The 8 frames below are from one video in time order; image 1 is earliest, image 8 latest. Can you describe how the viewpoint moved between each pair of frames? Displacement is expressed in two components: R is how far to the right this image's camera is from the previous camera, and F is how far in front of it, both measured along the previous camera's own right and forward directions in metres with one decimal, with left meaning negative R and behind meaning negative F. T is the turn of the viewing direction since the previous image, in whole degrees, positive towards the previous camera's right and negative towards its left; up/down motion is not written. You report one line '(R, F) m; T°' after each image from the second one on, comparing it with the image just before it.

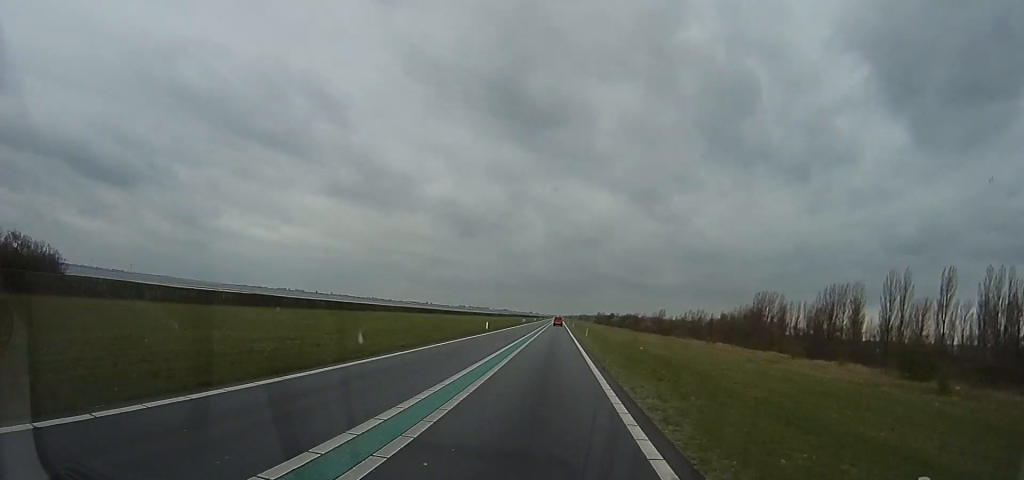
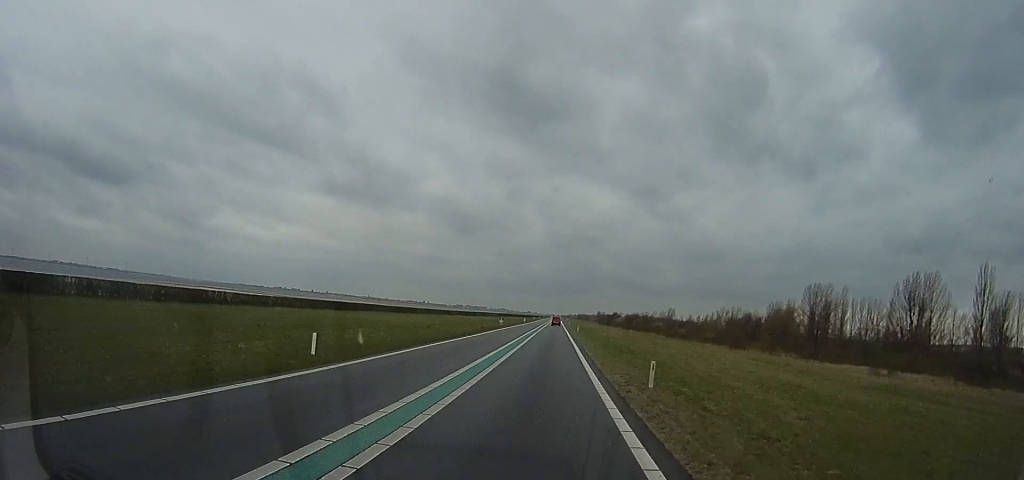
(+1.6, +36.4) m; 0°
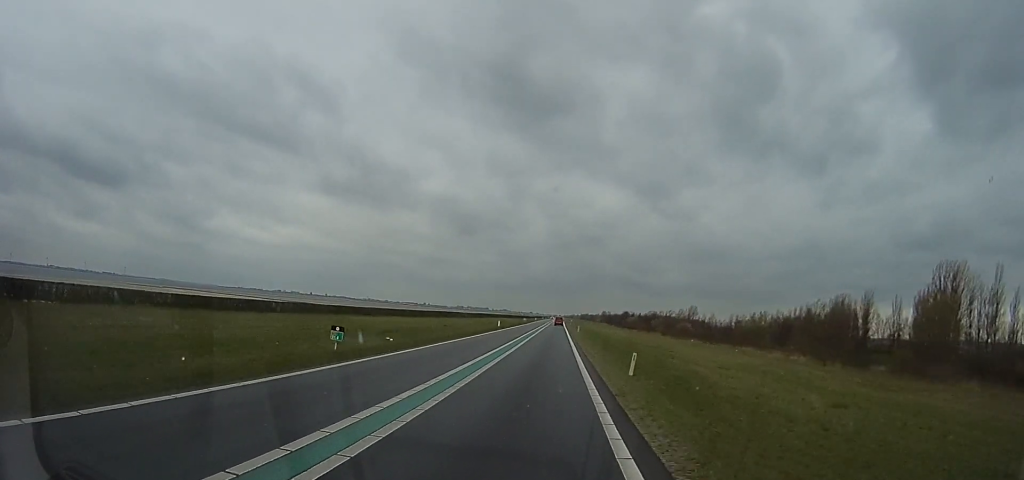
(-1.1, +49.0) m; +1°
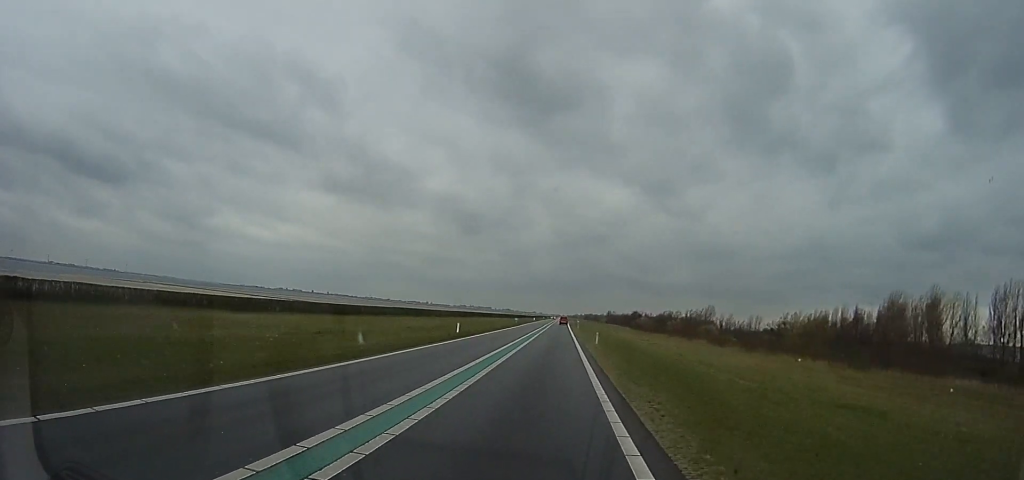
(+0.7, +27.4) m; 0°
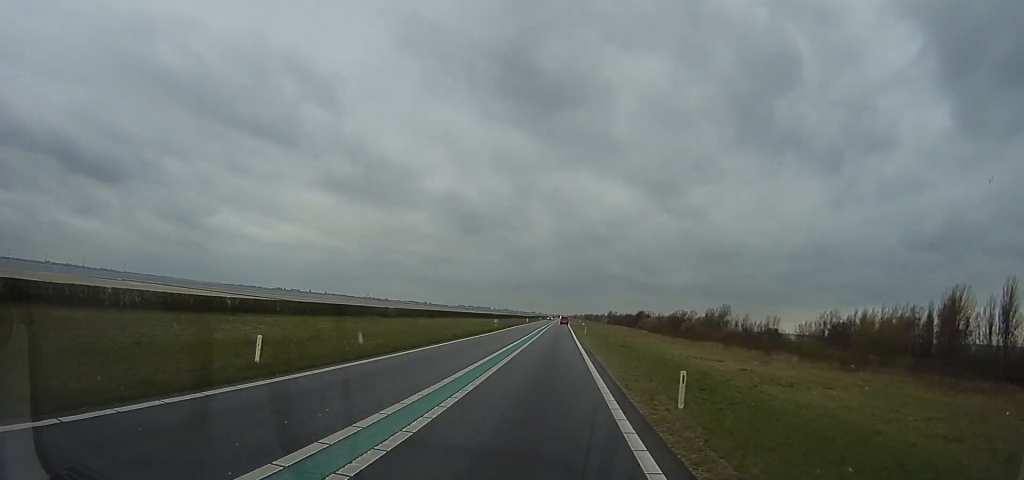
(-0.7, +25.1) m; -1°
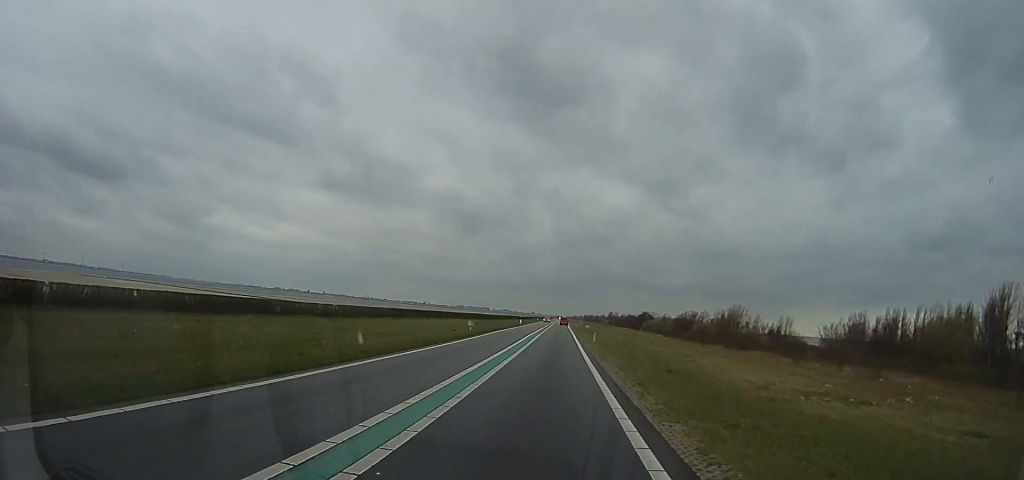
(-0.4, +15.8) m; 0°
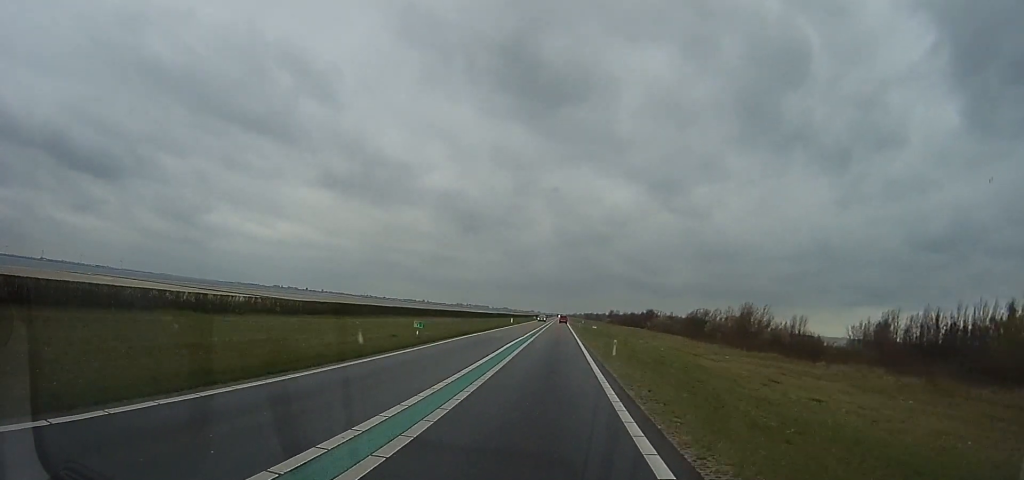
(+0.7, +15.2) m; +2°
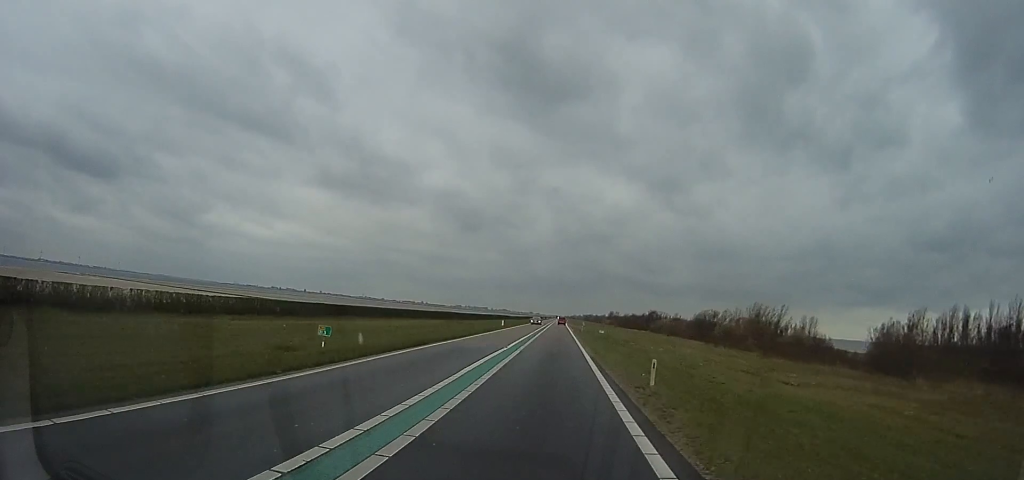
(+0.2, +10.5) m; +1°
